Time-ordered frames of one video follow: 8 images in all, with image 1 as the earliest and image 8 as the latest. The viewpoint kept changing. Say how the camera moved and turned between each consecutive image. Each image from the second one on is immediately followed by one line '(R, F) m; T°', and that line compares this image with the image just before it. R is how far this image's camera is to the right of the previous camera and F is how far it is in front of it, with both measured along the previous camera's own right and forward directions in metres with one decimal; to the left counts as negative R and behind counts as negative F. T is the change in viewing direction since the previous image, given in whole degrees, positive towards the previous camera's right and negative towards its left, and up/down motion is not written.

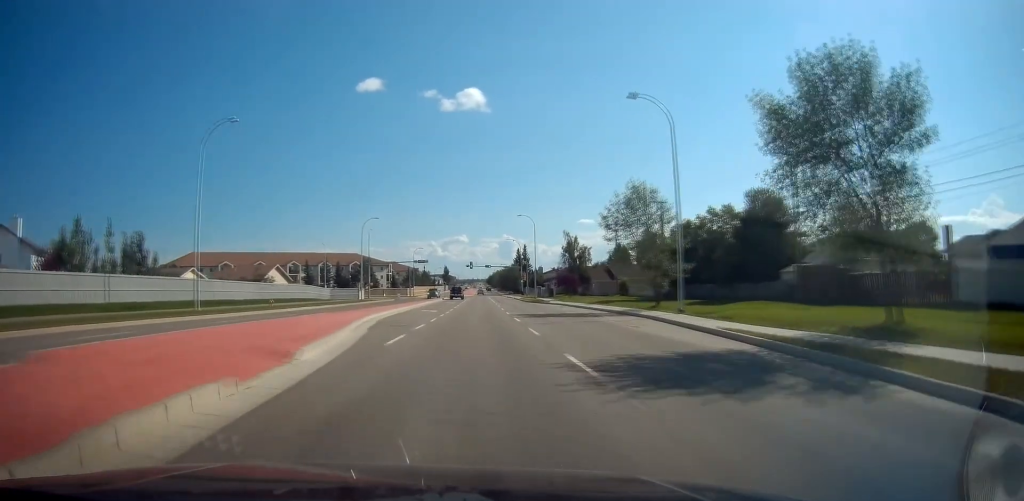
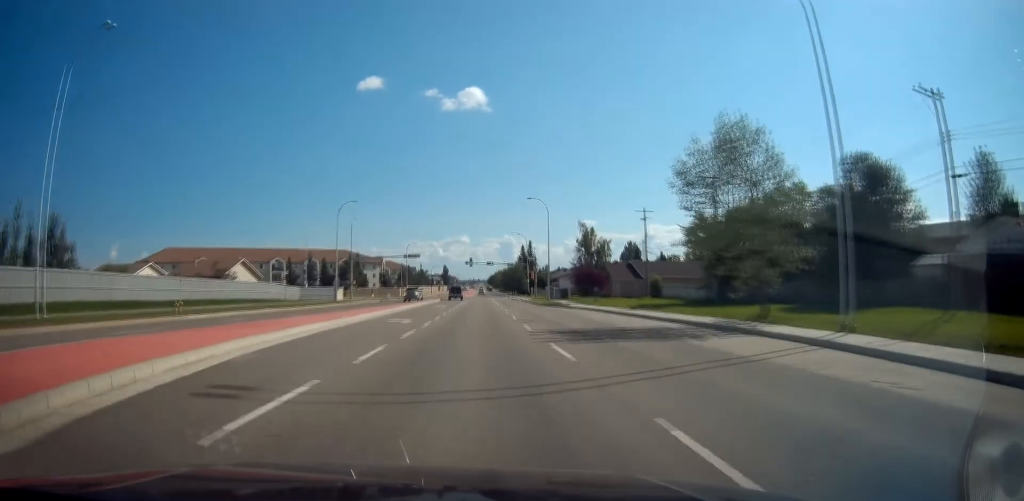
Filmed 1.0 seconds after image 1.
(0.0, +15.7) m; 0°
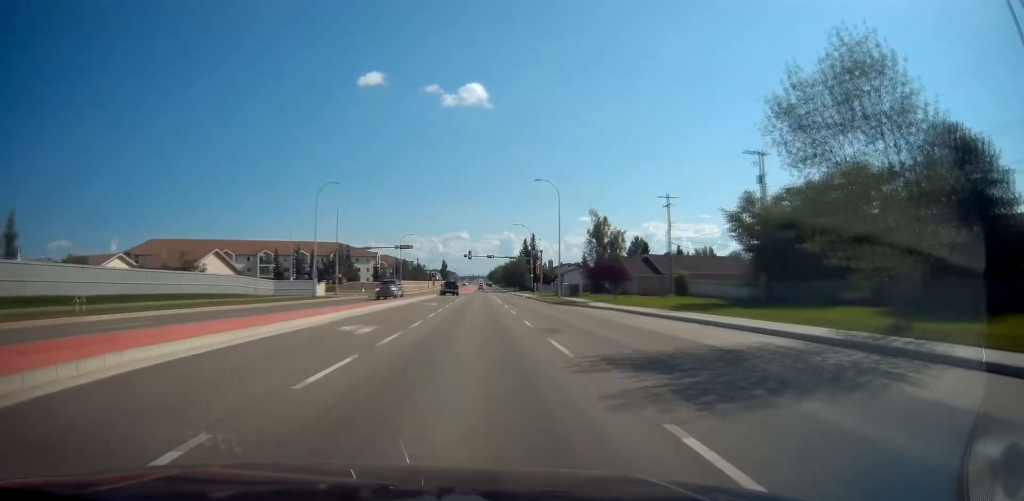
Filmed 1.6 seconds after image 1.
(-0.1, +9.4) m; +1°
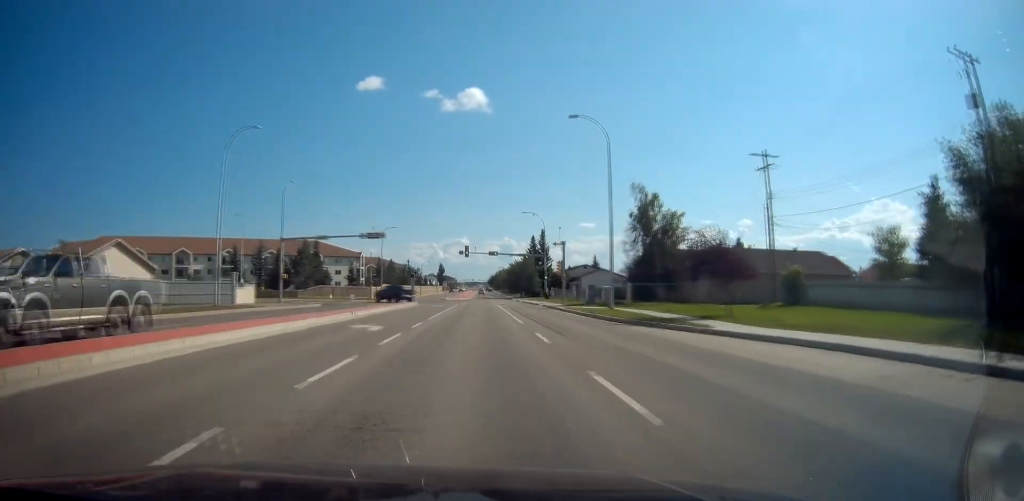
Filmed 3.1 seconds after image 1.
(+0.4, +23.6) m; 0°
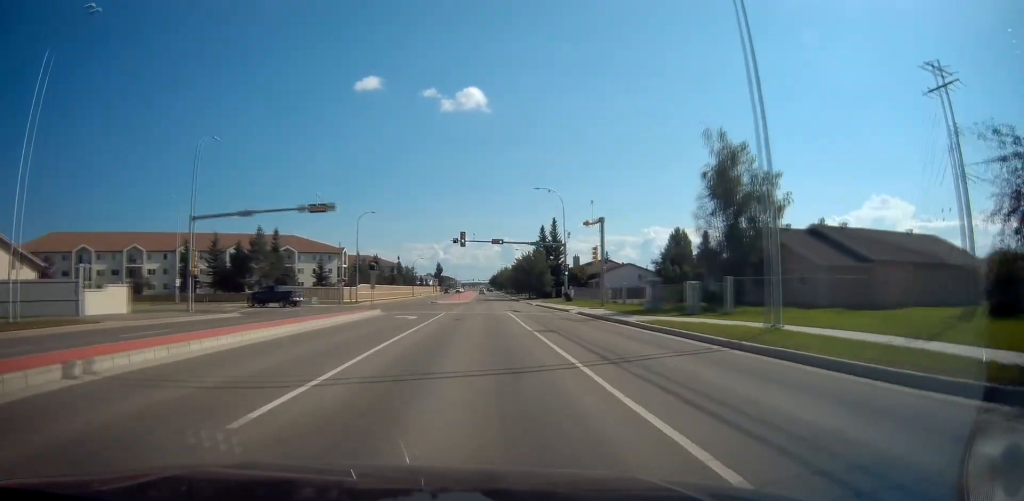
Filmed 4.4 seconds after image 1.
(-0.4, +20.2) m; -1°
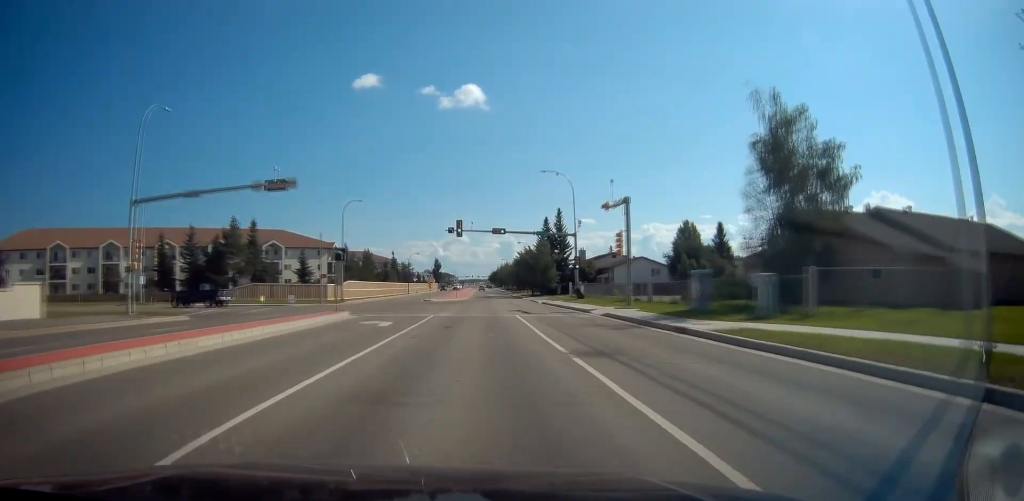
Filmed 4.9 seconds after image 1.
(0.0, +8.0) m; 0°
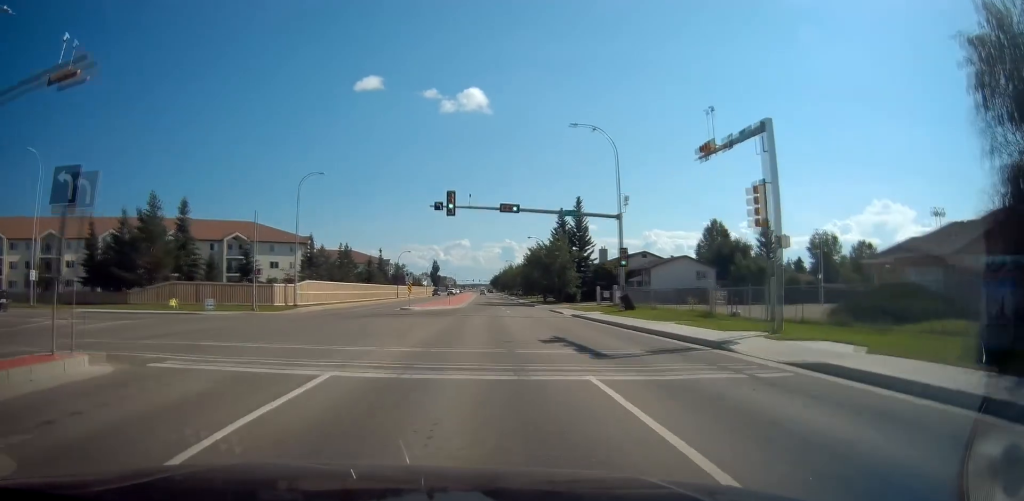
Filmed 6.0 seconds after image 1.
(0.0, +18.7) m; -1°
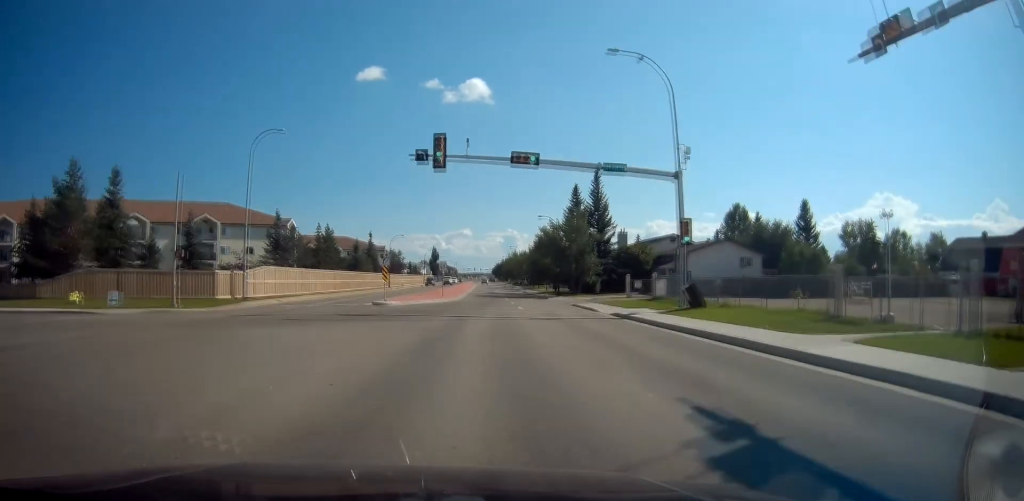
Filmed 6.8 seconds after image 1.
(0.0, +12.3) m; -1°
